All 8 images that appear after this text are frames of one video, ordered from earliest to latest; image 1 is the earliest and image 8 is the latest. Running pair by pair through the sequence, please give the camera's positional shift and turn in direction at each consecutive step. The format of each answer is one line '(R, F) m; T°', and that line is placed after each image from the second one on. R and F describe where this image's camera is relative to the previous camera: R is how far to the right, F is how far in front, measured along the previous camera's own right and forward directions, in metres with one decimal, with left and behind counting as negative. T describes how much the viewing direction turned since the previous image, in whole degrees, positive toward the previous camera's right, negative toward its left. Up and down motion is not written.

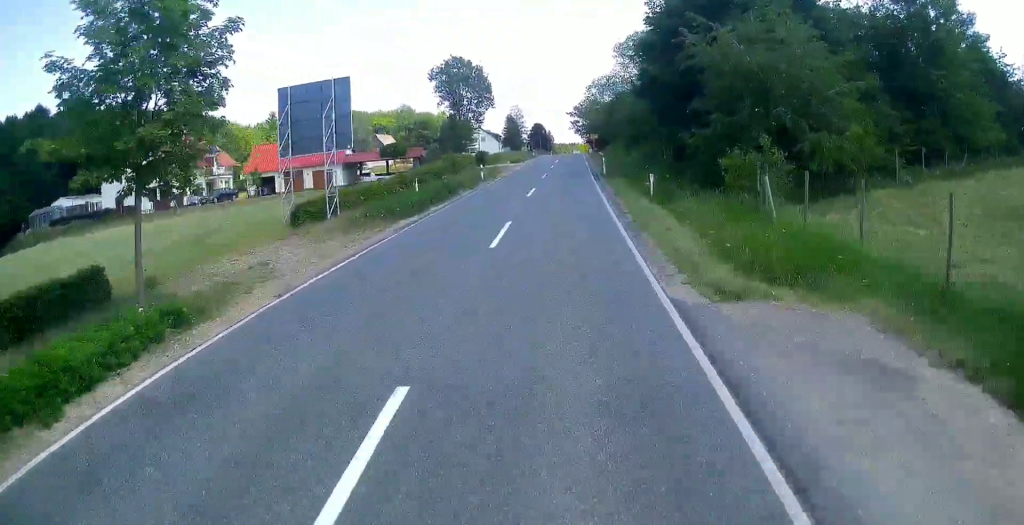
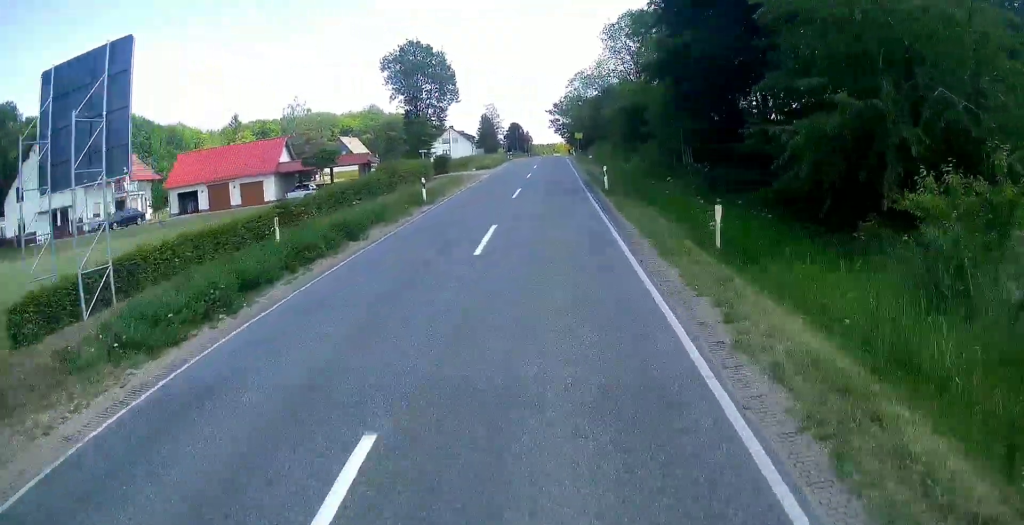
(+0.5, +13.4) m; +4°
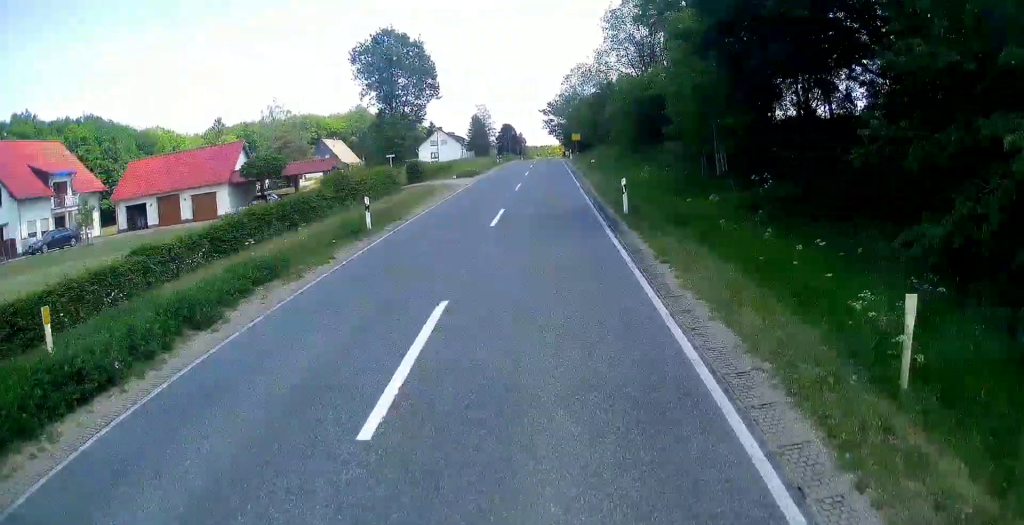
(+0.2, +8.1) m; 0°
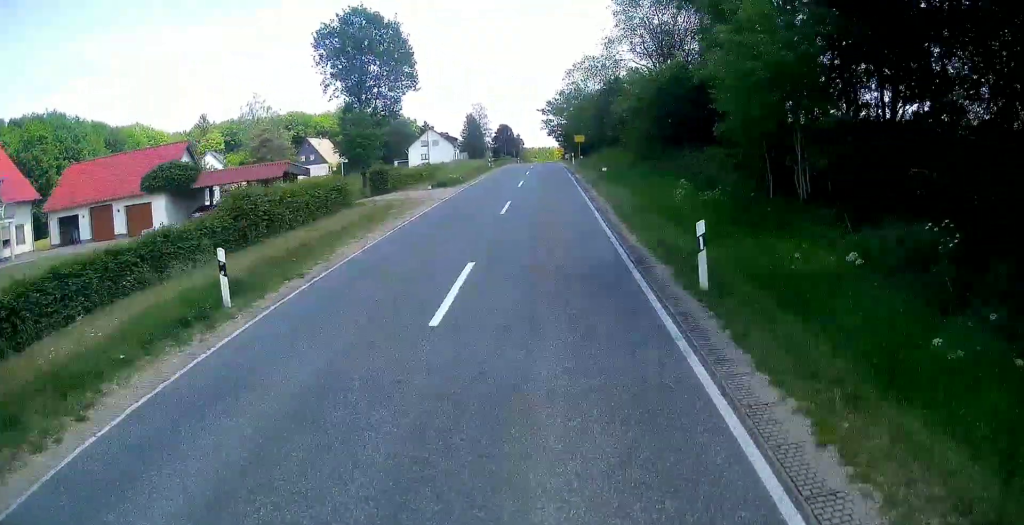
(0.0, +9.3) m; 0°
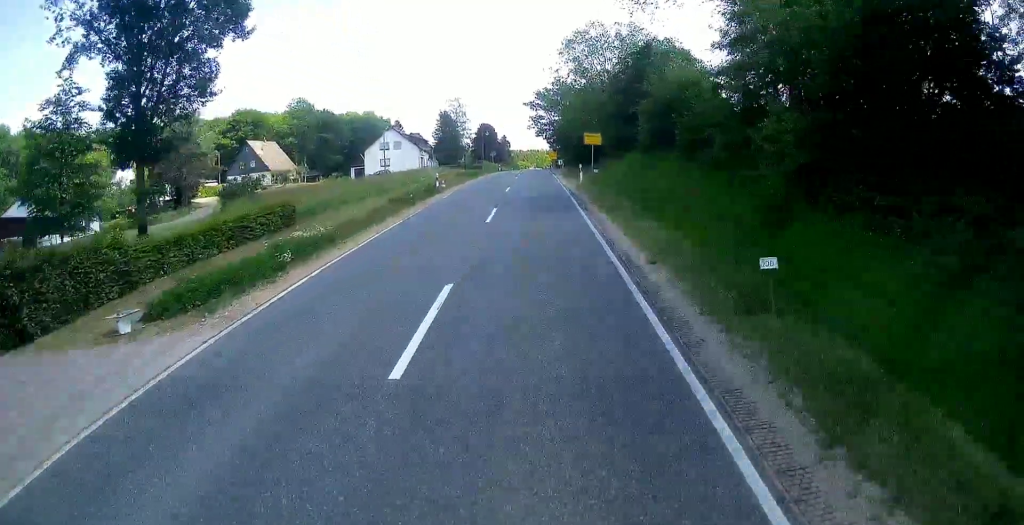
(+0.4, +26.1) m; +1°
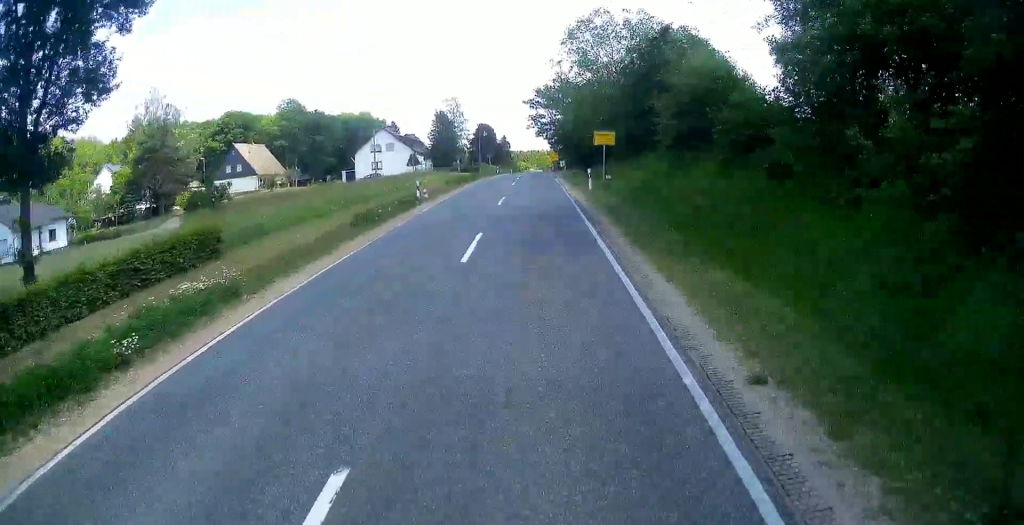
(+0.1, +5.9) m; -1°
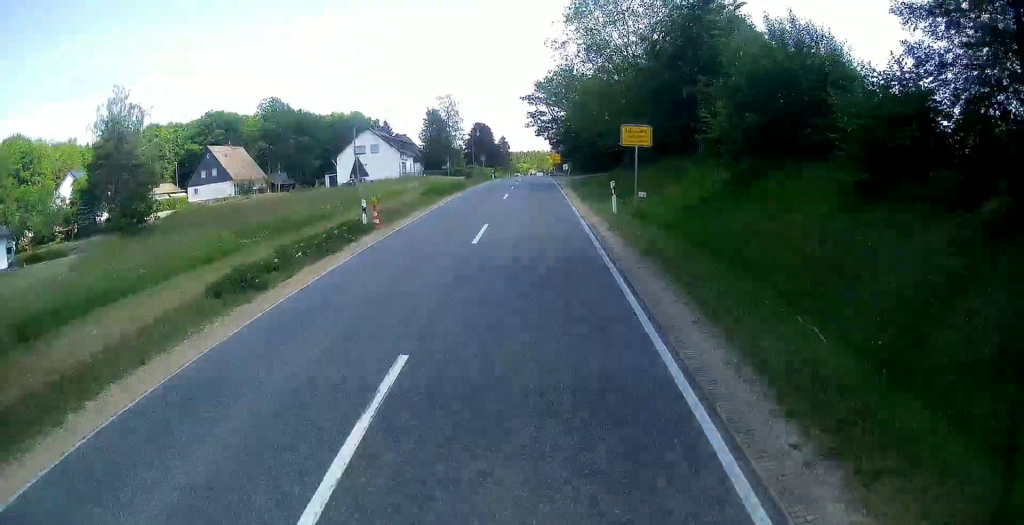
(-0.4, +9.3) m; +1°
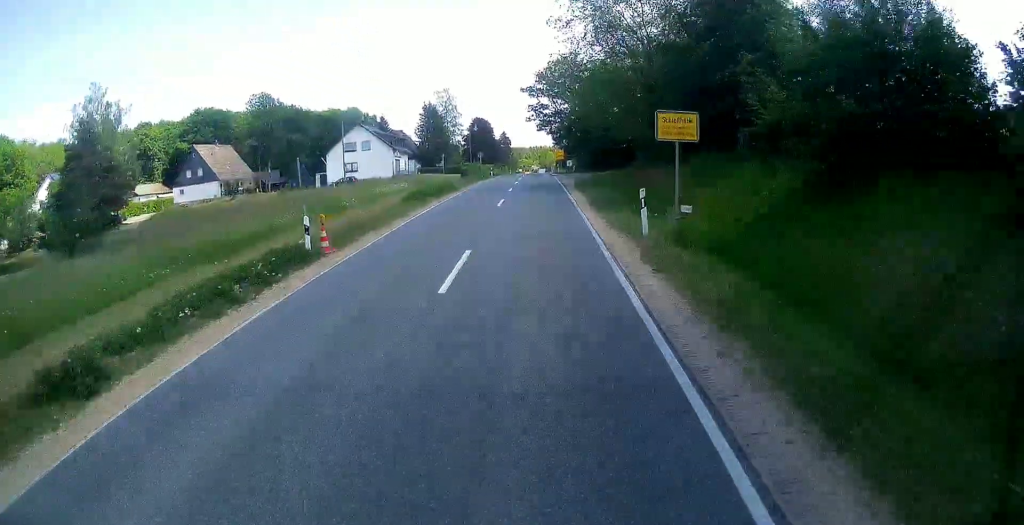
(+0.1, +5.4) m; +1°
